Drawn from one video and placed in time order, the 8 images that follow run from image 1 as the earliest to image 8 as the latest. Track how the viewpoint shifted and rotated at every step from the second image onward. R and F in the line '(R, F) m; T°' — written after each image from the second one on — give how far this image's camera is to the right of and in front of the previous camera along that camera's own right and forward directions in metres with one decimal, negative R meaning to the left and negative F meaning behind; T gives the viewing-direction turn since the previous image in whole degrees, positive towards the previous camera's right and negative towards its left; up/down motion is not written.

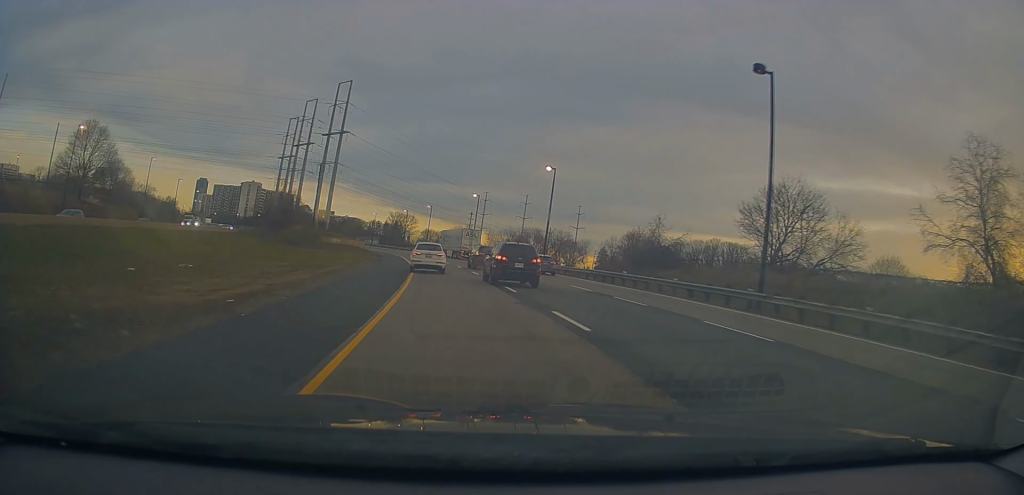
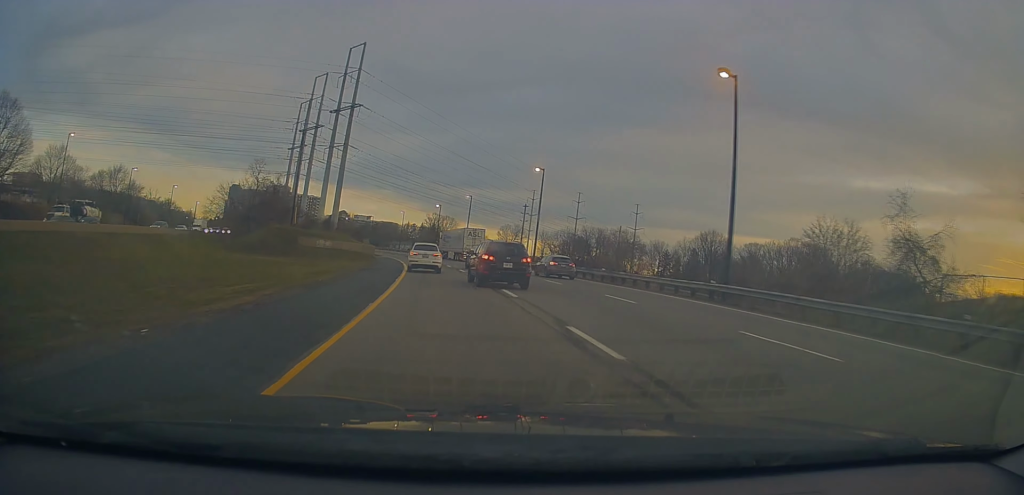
(-1.9, +34.2) m; -5°
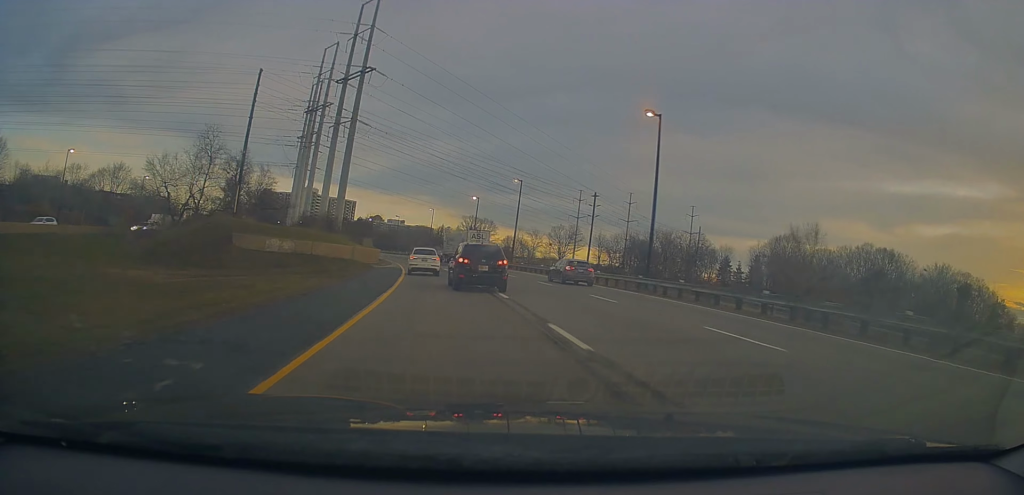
(-0.6, +27.5) m; -3°
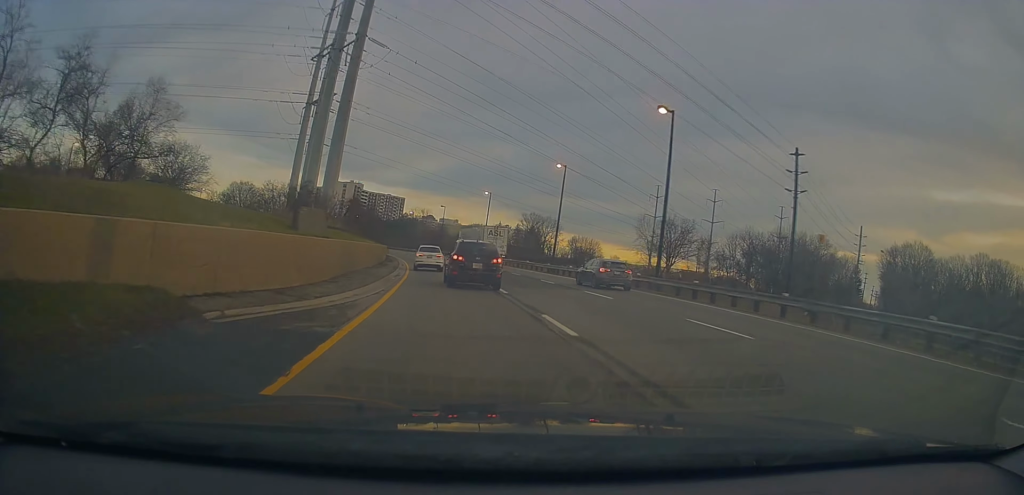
(-1.5, +36.2) m; -6°
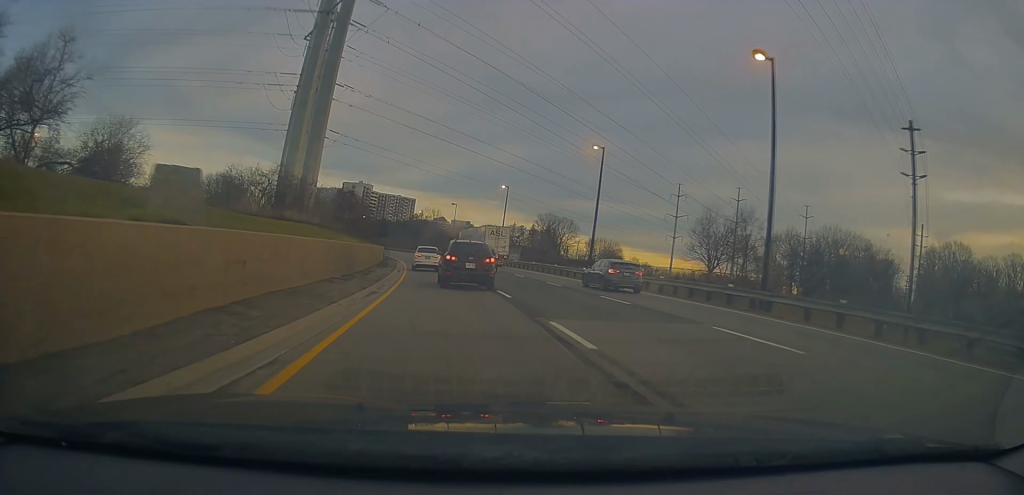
(0.0, +10.9) m; -2°
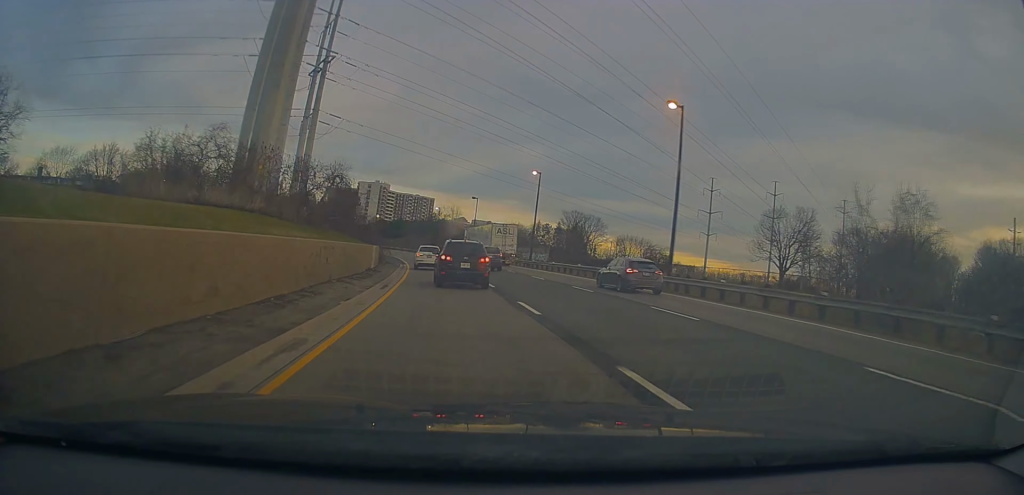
(-0.5, +13.7) m; -2°
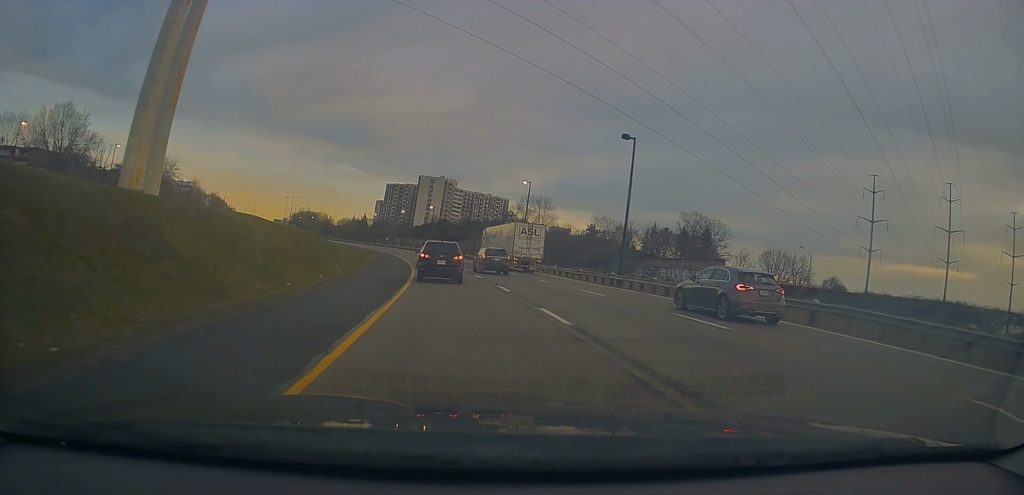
(-3.9, +58.7) m; -8°
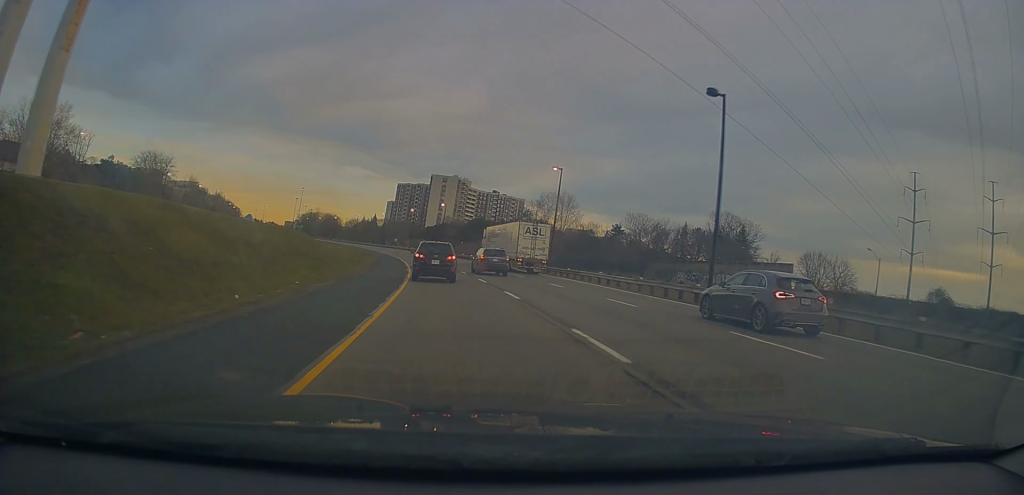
(-0.1, +12.9) m; -2°
